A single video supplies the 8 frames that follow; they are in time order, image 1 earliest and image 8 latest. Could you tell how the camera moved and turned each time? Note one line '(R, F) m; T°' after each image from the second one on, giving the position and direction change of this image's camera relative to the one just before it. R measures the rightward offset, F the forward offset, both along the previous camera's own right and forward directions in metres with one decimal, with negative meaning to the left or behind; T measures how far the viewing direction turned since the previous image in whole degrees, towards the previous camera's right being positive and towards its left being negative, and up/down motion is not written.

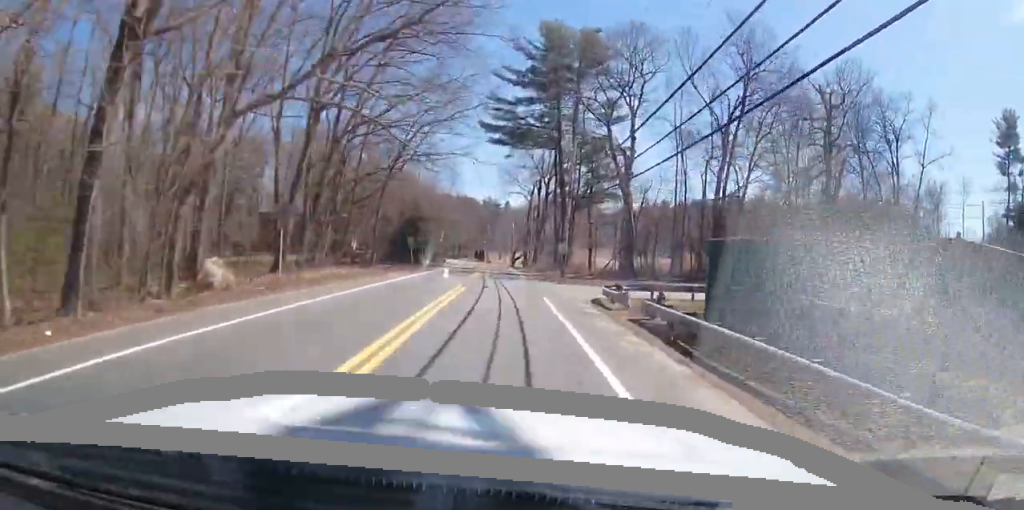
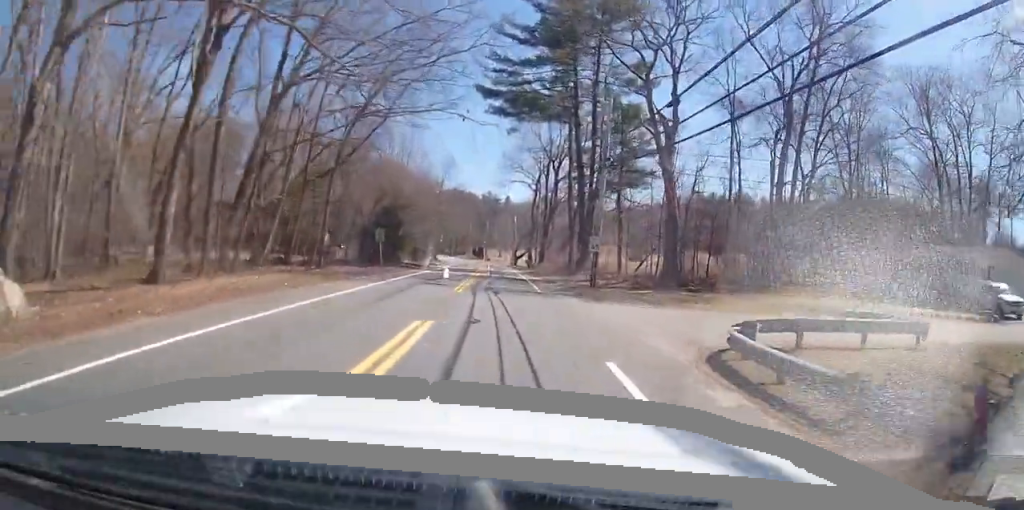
(-0.3, +14.2) m; -3°
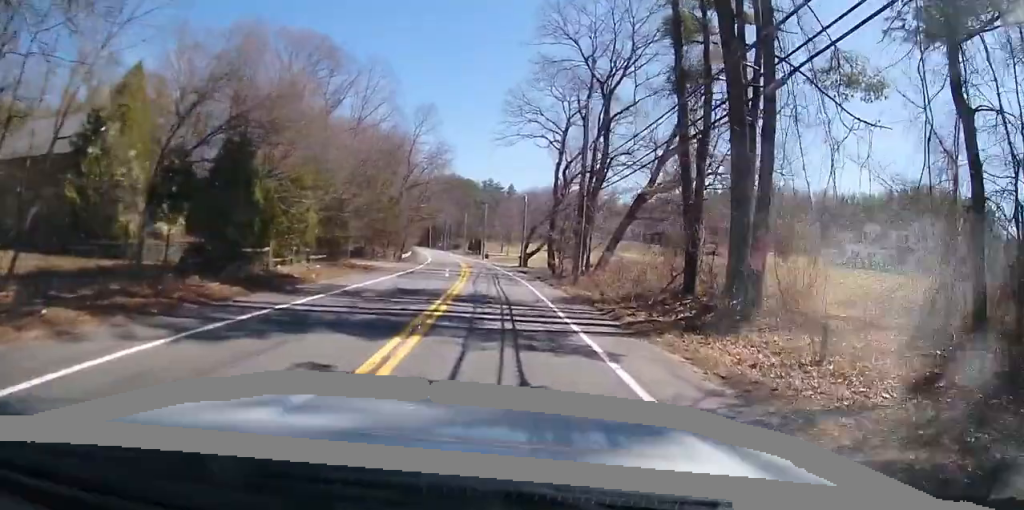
(-1.9, +34.8) m; -5°
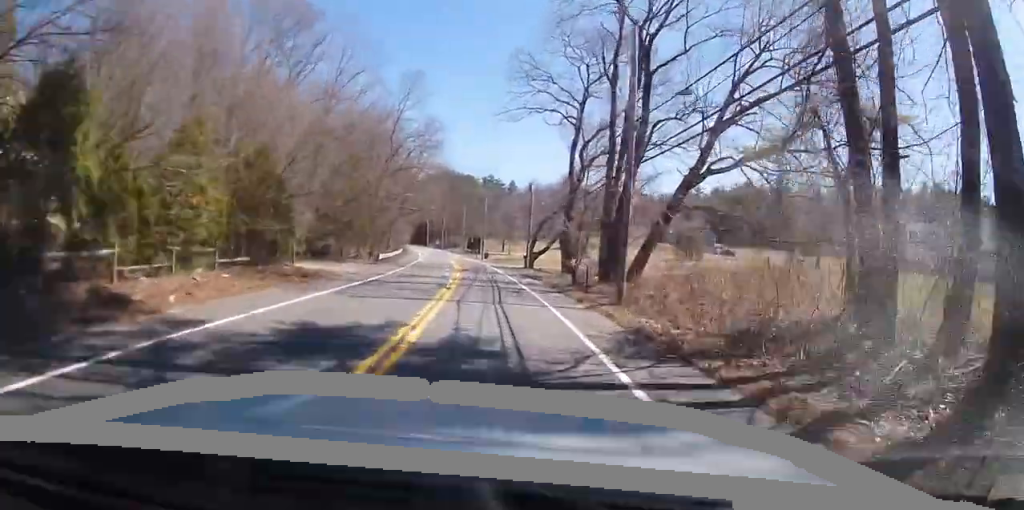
(-0.1, +11.1) m; 0°
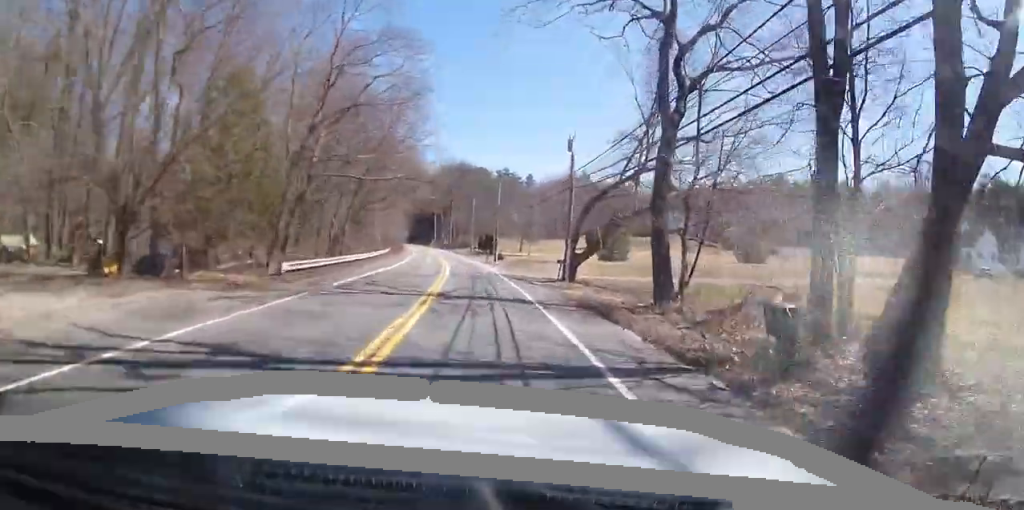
(+0.1, +22.5) m; 0°
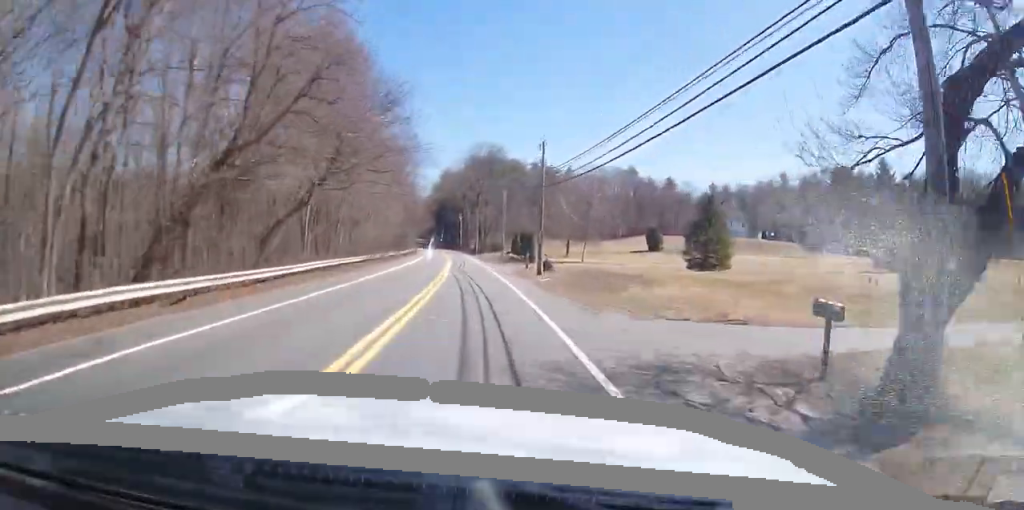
(-0.4, +27.9) m; -1°
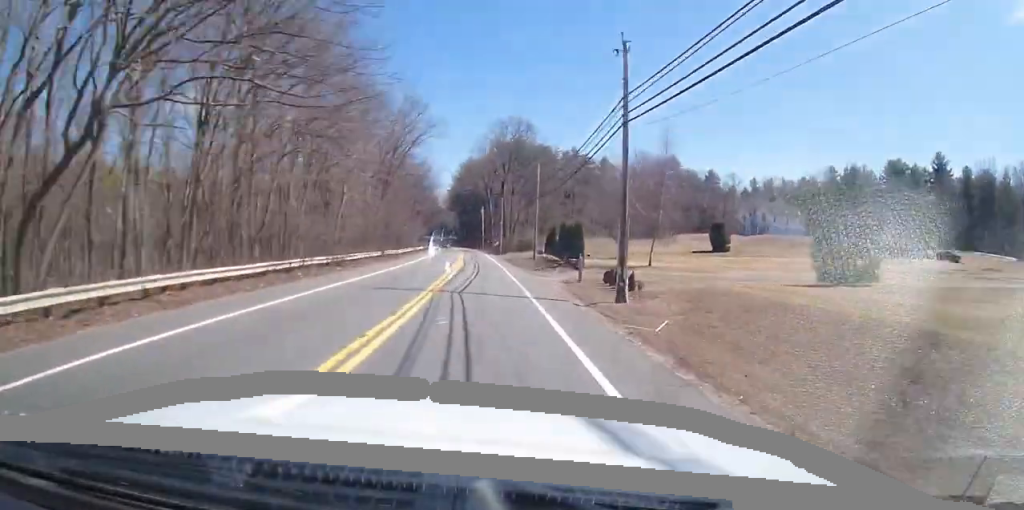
(-0.2, +21.2) m; -3°
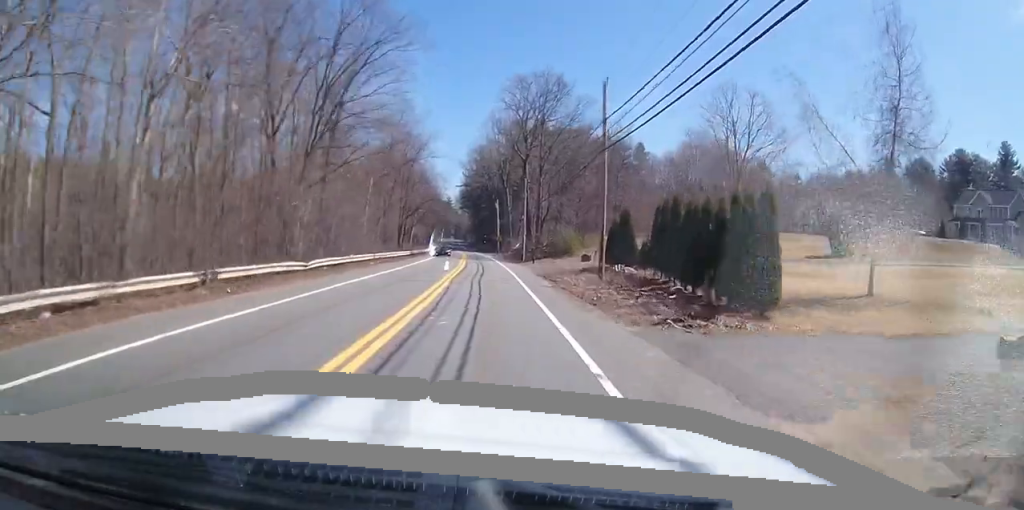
(-1.2, +29.7) m; -4°
